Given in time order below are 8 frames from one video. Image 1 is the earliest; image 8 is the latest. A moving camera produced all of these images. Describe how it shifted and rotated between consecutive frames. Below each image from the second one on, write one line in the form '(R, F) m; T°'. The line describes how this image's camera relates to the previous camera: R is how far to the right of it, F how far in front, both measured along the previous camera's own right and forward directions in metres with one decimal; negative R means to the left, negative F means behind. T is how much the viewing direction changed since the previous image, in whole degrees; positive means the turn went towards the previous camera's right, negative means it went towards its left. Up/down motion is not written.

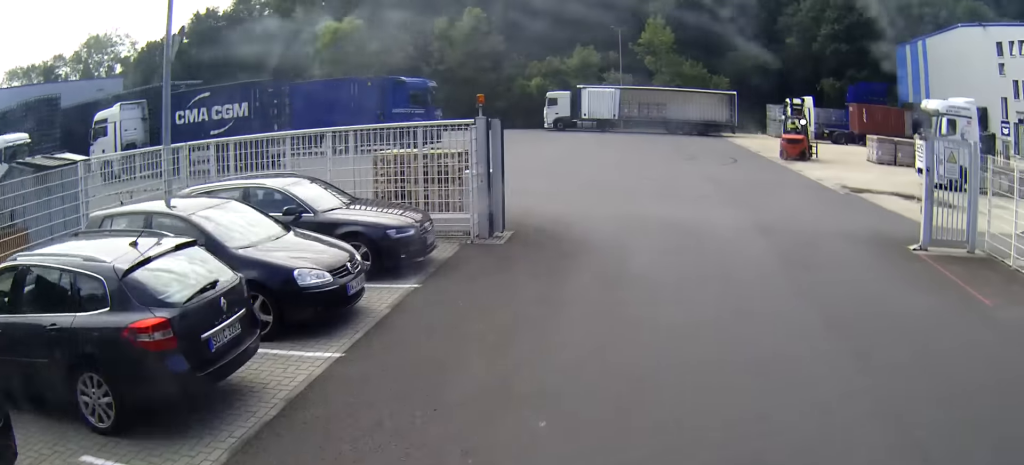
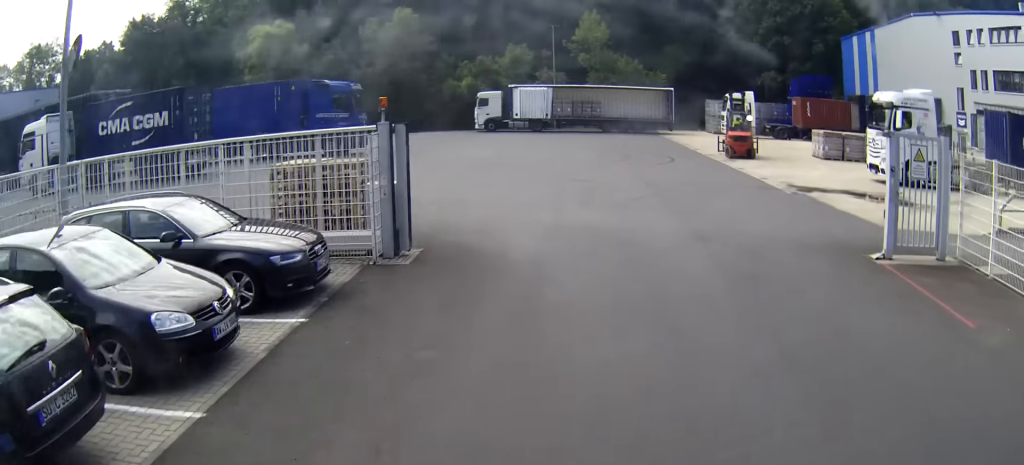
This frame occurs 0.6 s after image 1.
(0.0, +1.3) m; +1°
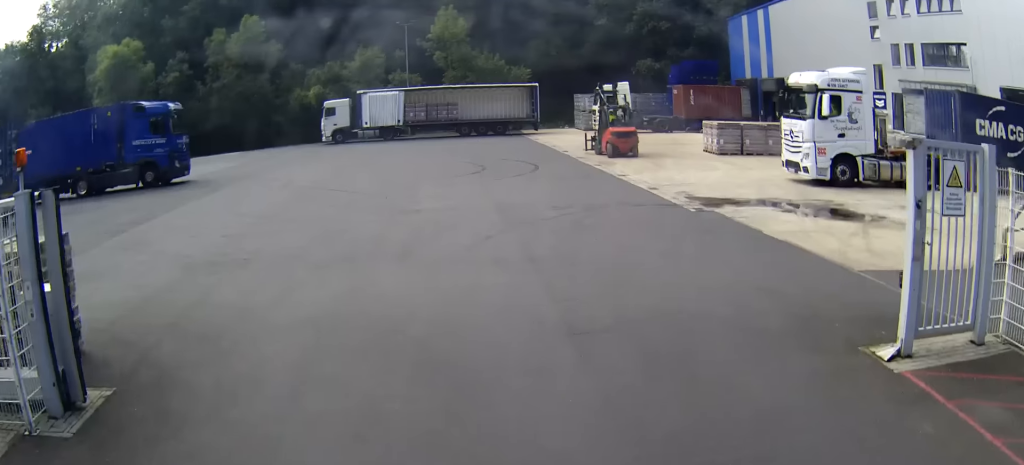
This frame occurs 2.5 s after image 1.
(+0.2, +4.9) m; +2°
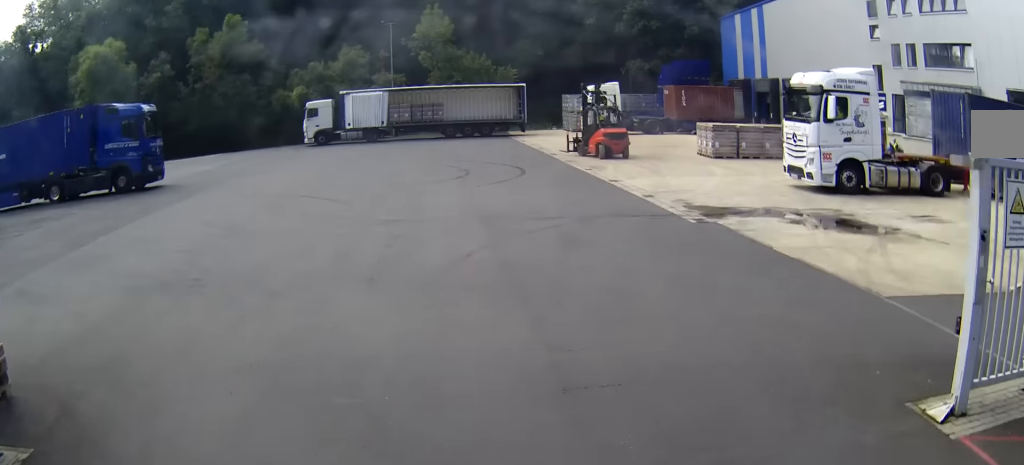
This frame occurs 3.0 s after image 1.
(0.0, +1.3) m; -1°
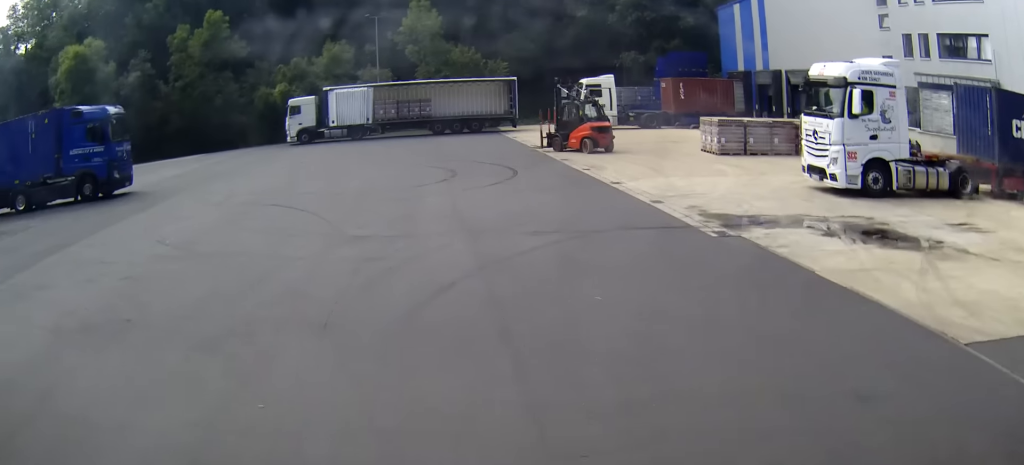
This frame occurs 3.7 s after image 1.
(-0.1, +2.2) m; -4°
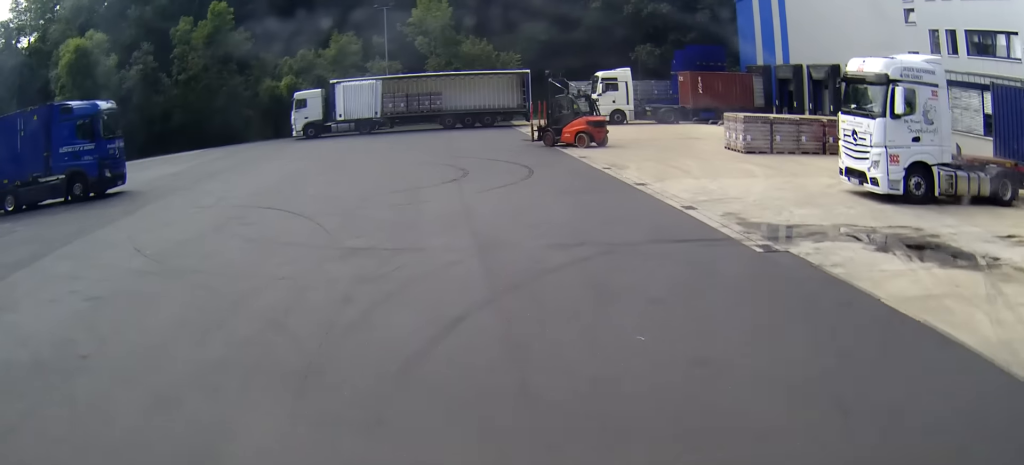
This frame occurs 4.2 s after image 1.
(-0.1, +1.7) m; -2°
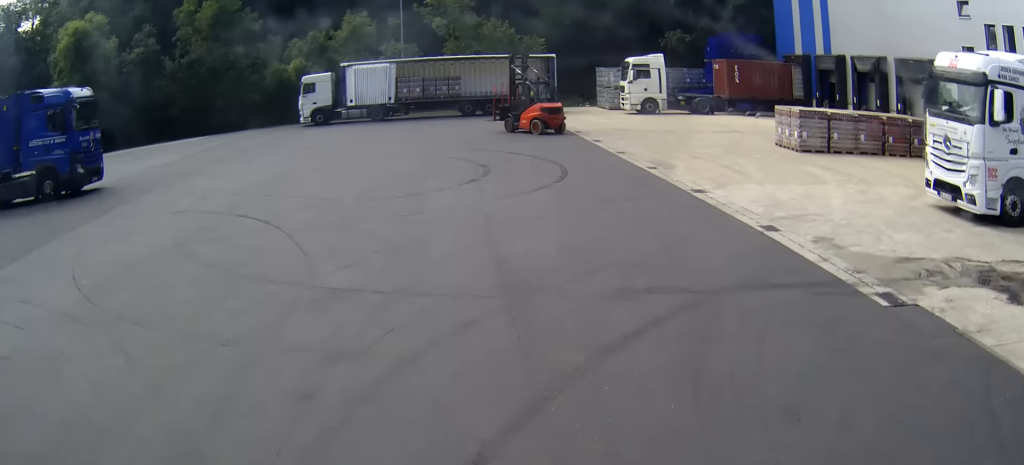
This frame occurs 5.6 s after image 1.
(-0.1, +3.8) m; -1°
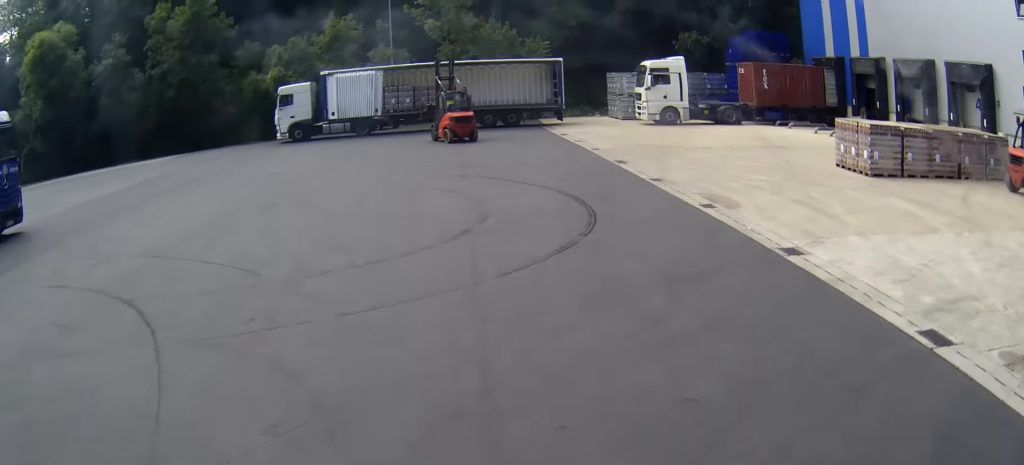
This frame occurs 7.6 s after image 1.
(0.0, +5.5) m; 0°
